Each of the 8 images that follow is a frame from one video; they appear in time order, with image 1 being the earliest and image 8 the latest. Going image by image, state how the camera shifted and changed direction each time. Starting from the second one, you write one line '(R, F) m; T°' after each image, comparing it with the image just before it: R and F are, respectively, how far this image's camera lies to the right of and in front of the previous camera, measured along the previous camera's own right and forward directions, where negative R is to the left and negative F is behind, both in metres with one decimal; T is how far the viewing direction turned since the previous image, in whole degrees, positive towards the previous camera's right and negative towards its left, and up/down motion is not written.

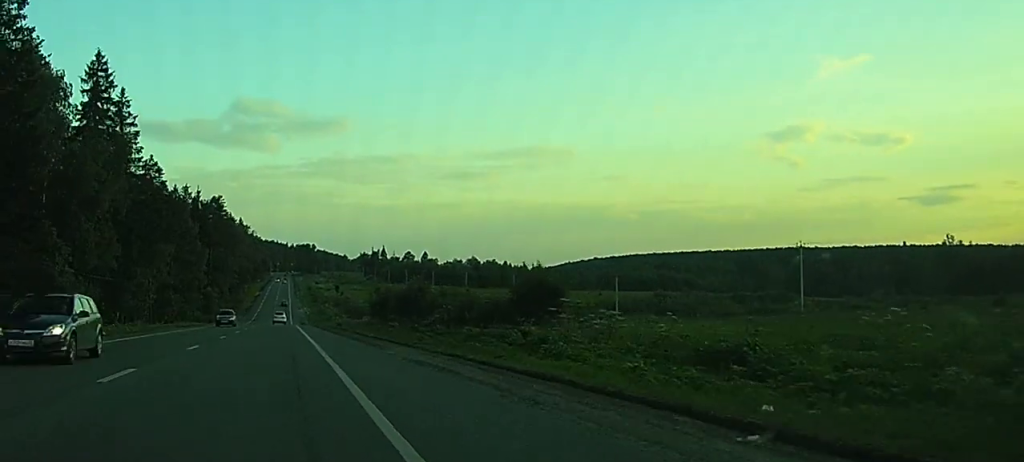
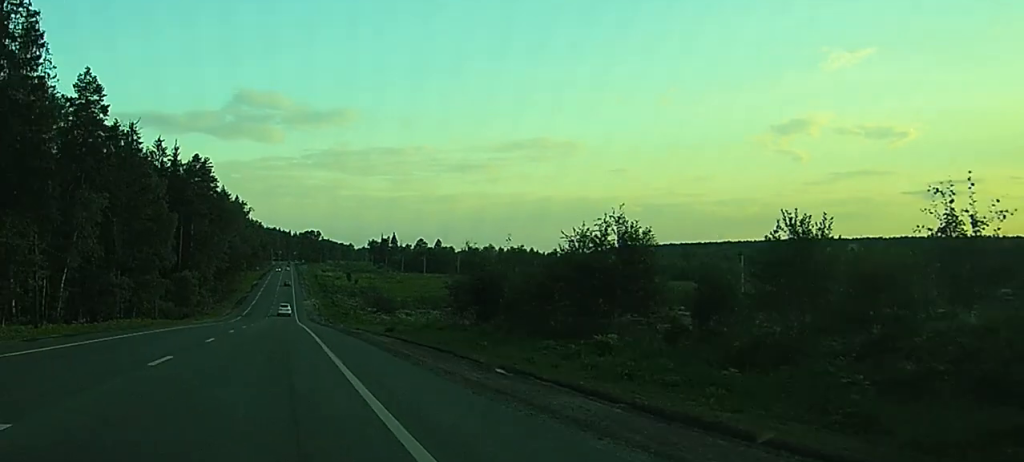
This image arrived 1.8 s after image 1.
(+0.3, +43.9) m; +1°
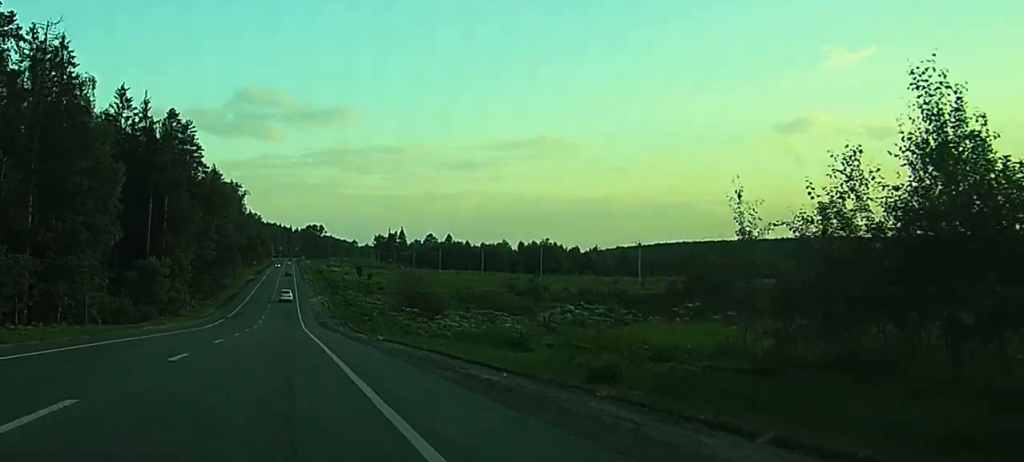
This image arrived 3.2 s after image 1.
(-0.1, +33.3) m; 0°
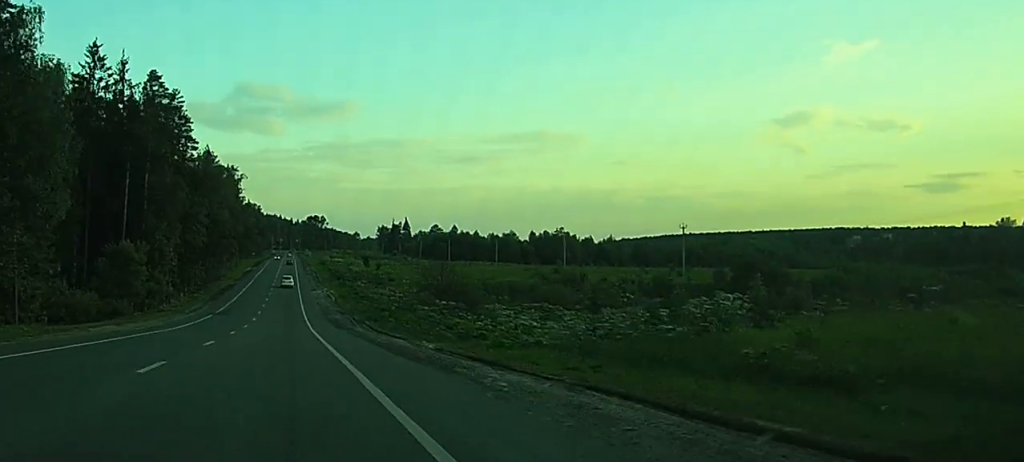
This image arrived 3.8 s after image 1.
(0.0, +16.4) m; 0°
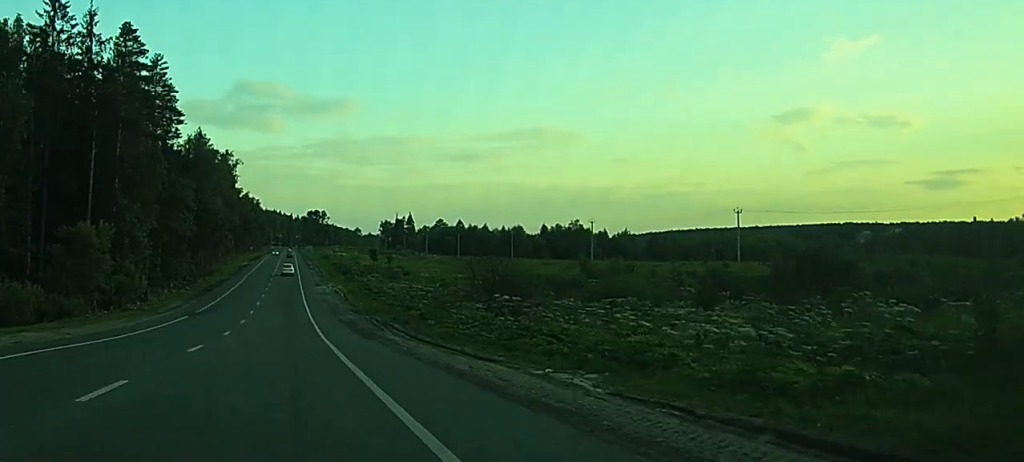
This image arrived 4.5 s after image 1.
(+0.1, +16.5) m; 0°
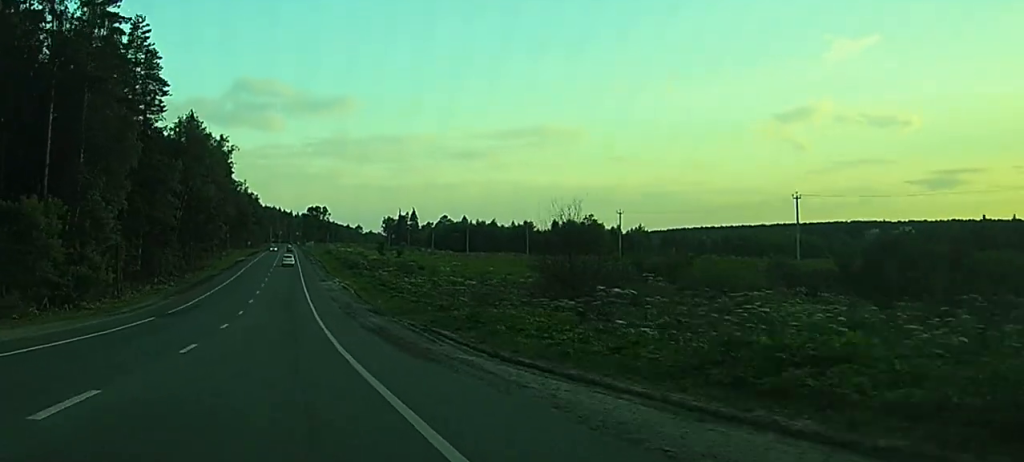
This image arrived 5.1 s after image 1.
(-0.2, +14.2) m; 0°
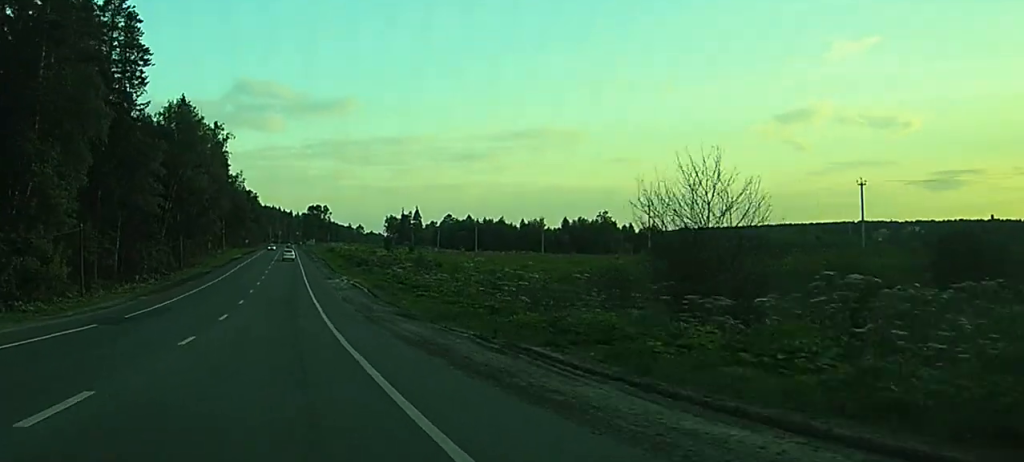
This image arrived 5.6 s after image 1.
(-0.1, +12.5) m; 0°
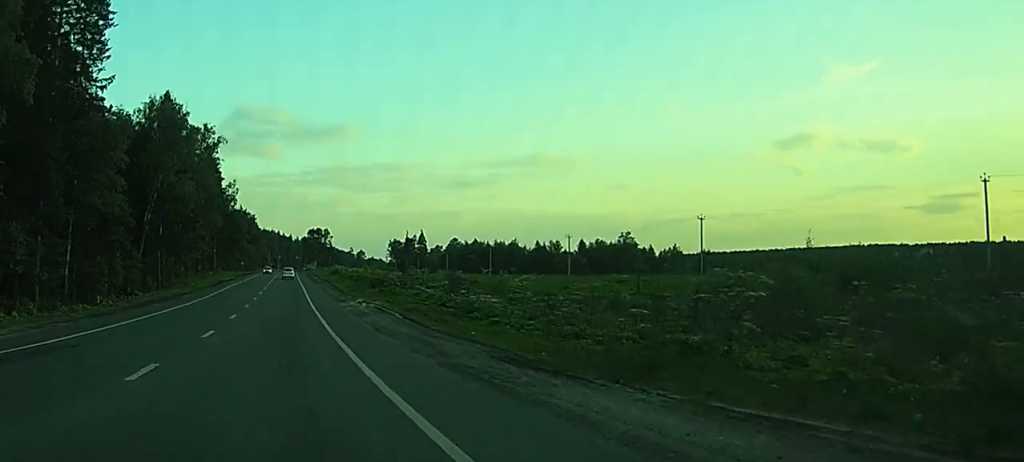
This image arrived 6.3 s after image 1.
(0.0, +18.5) m; 0°
